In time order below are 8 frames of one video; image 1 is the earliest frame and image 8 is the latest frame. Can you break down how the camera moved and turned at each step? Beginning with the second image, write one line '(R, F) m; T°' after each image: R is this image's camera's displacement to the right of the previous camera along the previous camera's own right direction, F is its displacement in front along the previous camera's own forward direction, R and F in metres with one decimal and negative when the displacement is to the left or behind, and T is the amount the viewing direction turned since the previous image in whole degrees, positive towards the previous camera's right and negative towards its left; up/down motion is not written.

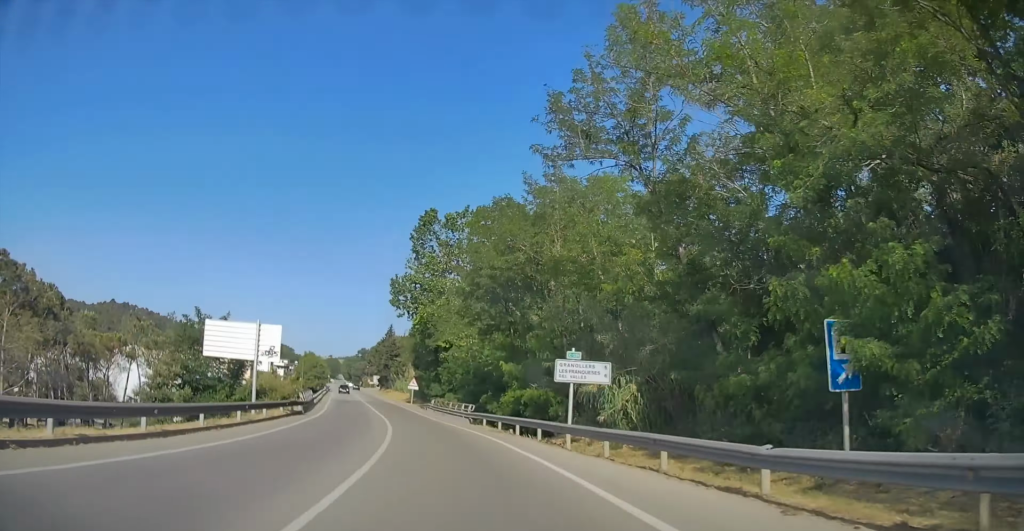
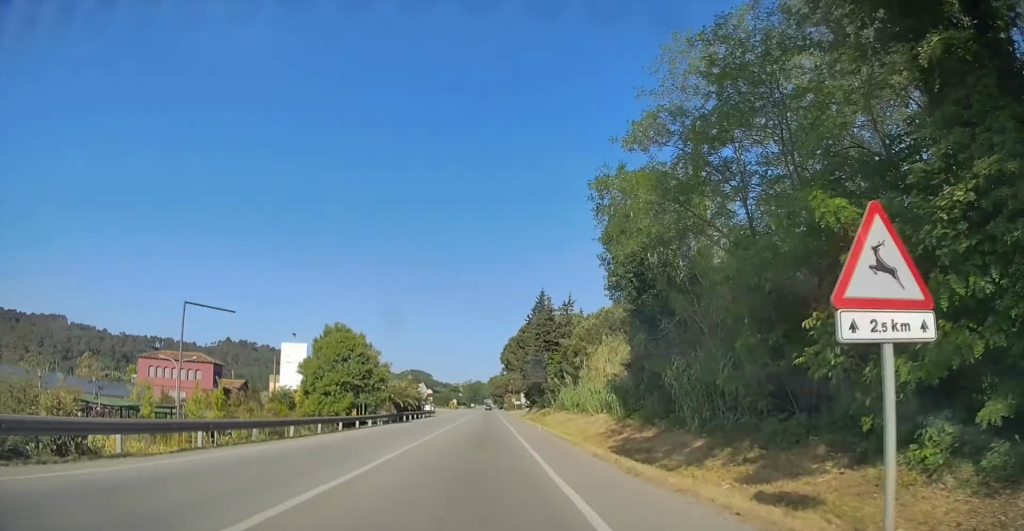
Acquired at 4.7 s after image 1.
(-4.4, +79.4) m; -2°
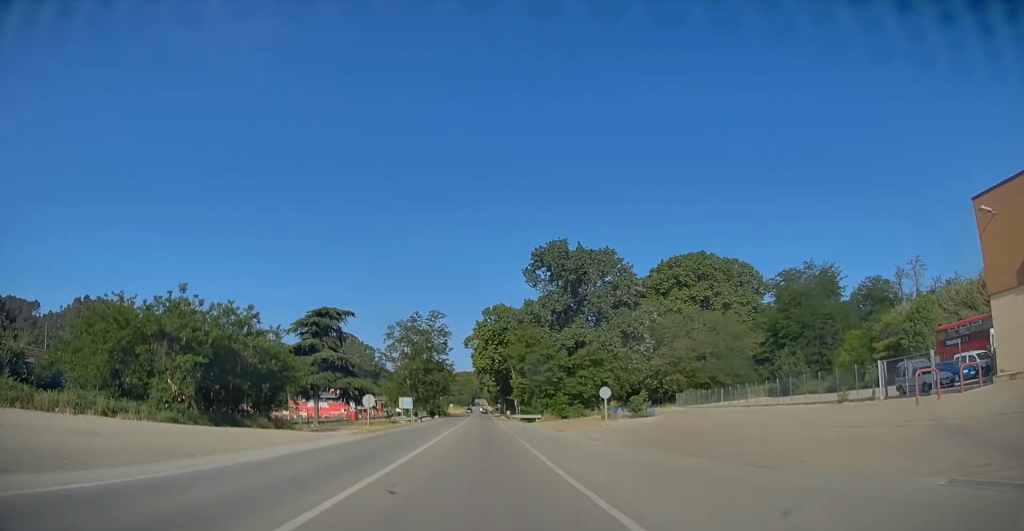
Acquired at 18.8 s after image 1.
(-5.5, +280.3) m; -1°
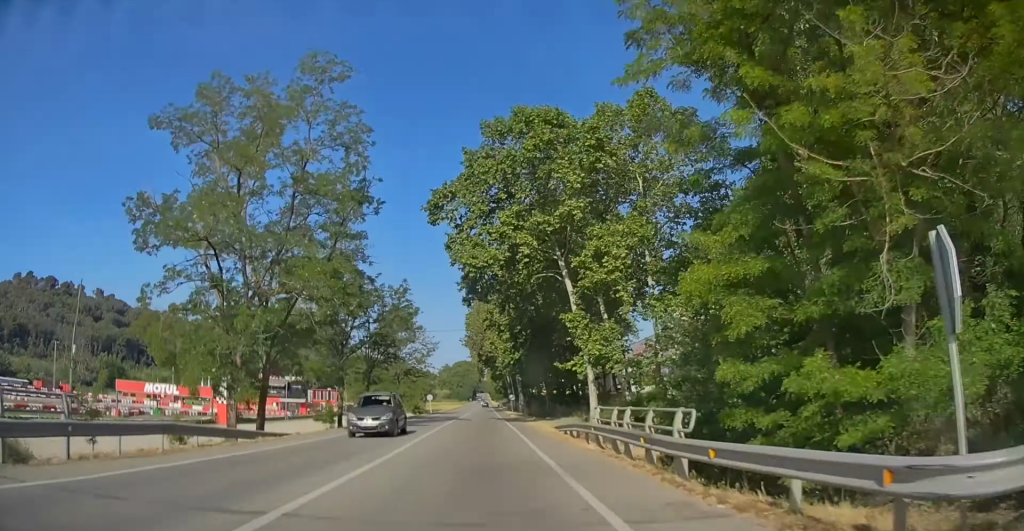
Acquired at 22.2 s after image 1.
(+0.4, +73.5) m; 0°
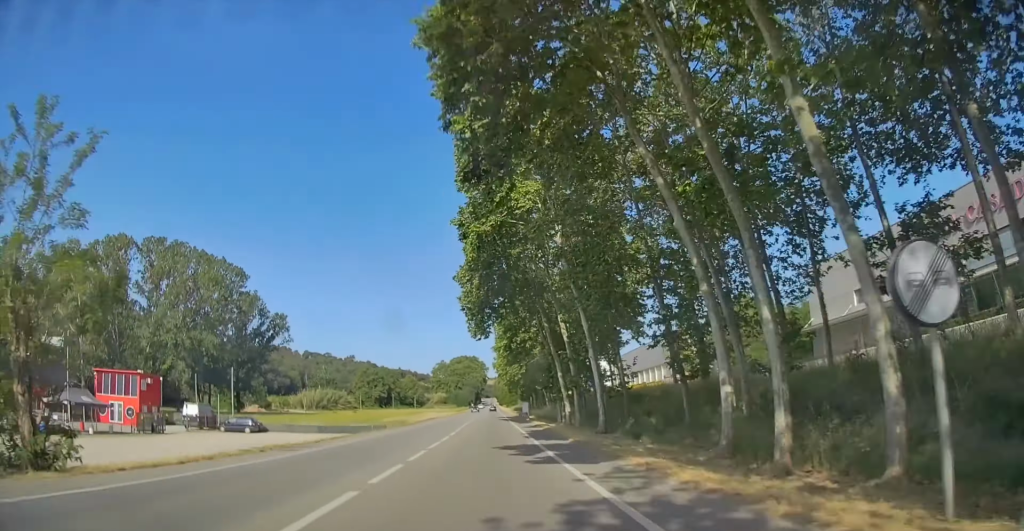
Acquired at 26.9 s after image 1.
(-0.1, +99.5) m; 0°
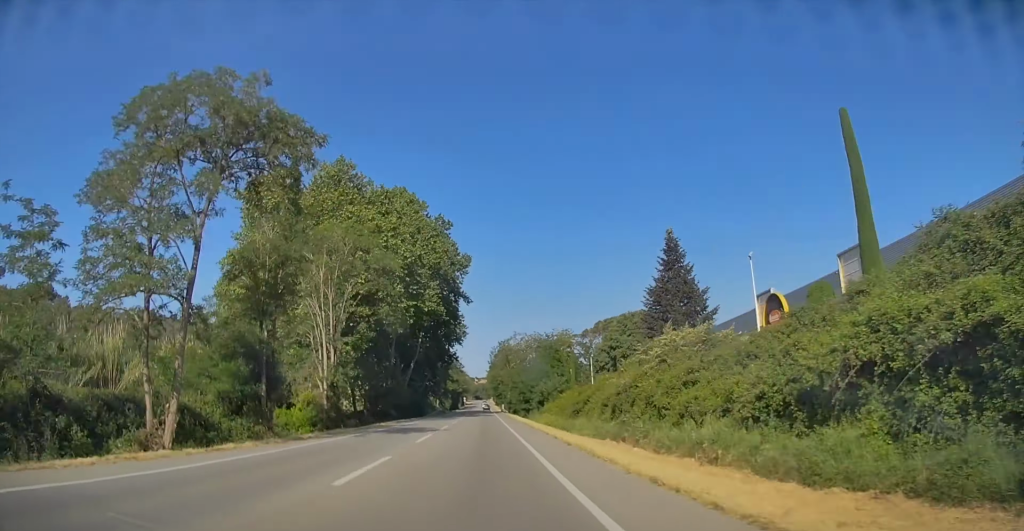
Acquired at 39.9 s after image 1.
(-0.2, +291.1) m; 0°
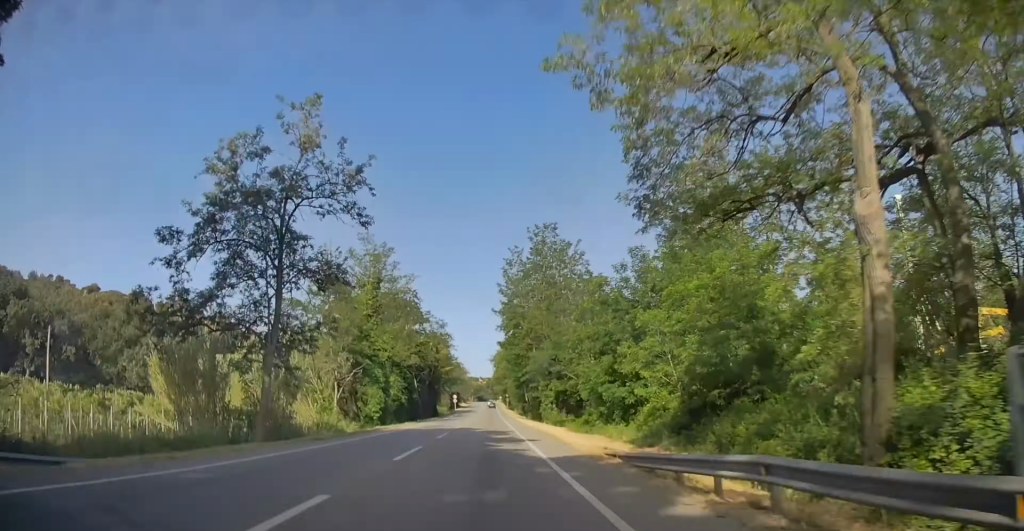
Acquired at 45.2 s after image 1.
(0.0, +124.4) m; 0°
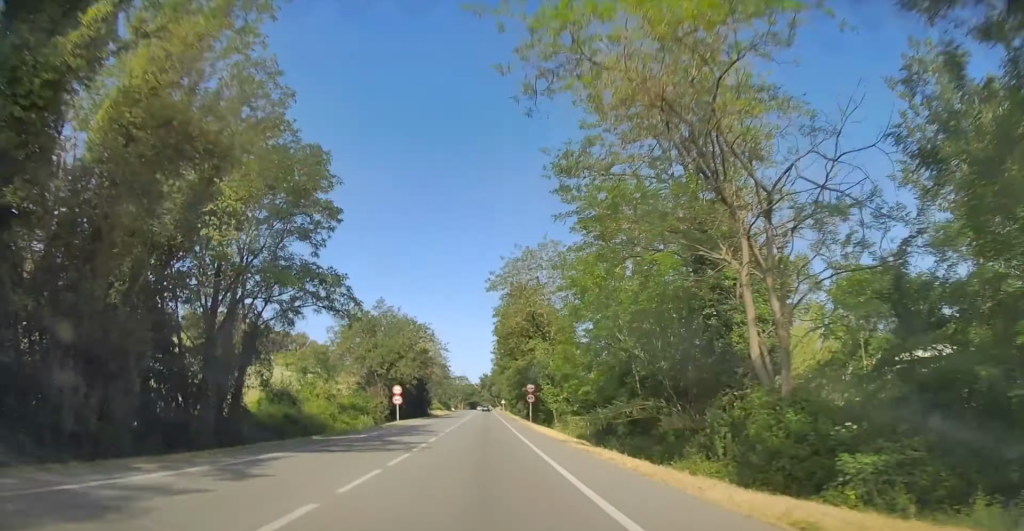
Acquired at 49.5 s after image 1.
(0.0, +93.1) m; -3°
